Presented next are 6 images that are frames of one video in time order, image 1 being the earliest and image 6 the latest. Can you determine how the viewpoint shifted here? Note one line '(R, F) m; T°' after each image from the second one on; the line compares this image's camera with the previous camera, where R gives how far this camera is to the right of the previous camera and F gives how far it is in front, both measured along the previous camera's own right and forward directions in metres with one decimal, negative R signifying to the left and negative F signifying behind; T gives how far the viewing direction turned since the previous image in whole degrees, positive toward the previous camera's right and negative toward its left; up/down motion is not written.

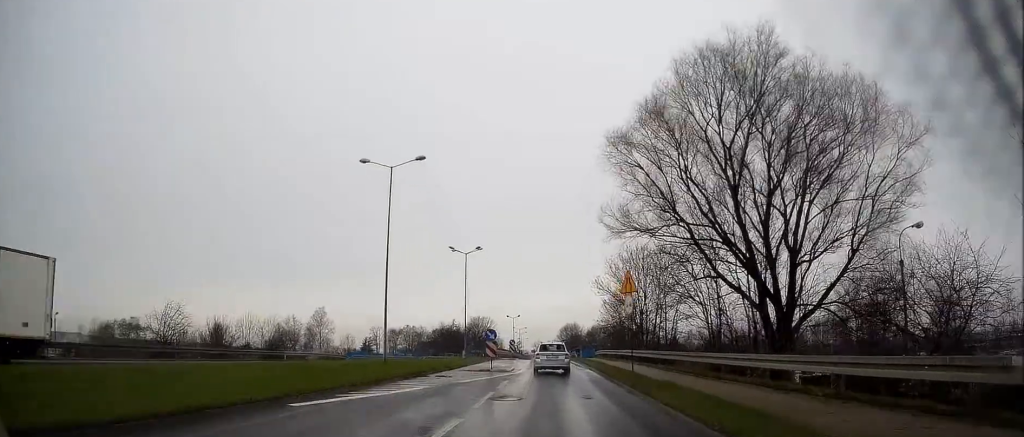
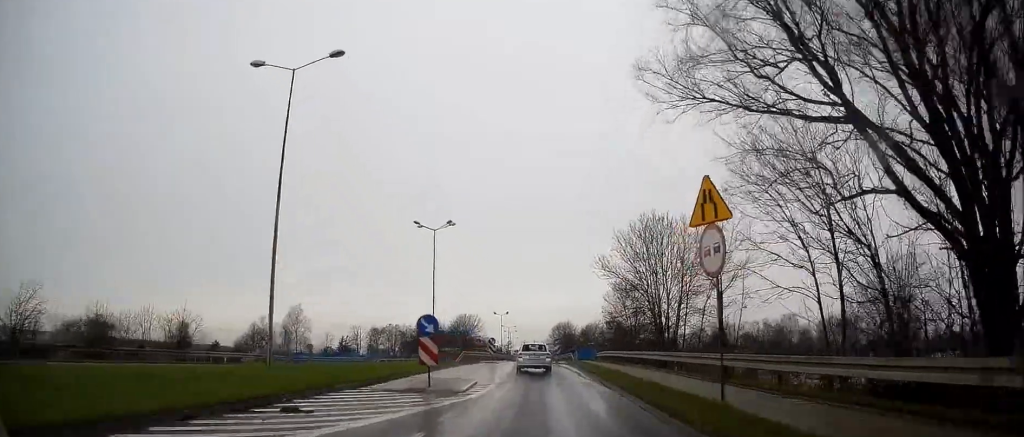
(-0.4, +13.7) m; -2°
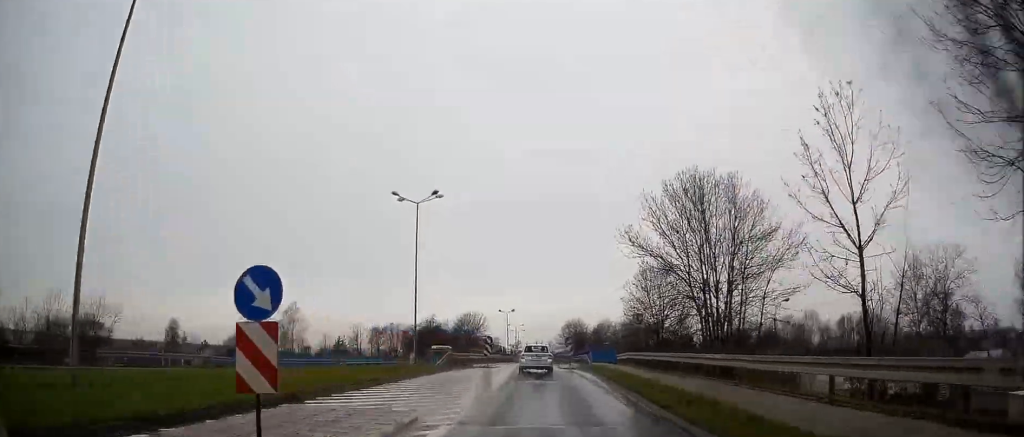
(-0.1, +10.3) m; +1°
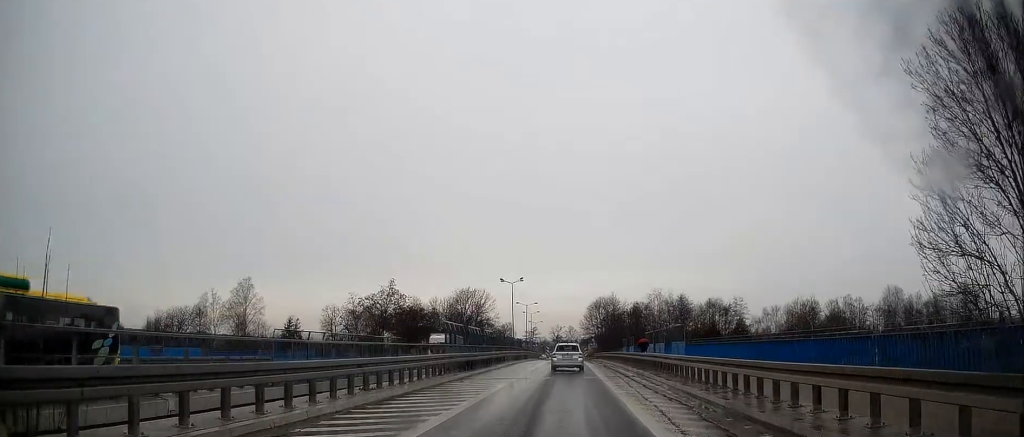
(-0.8, +41.1) m; -1°
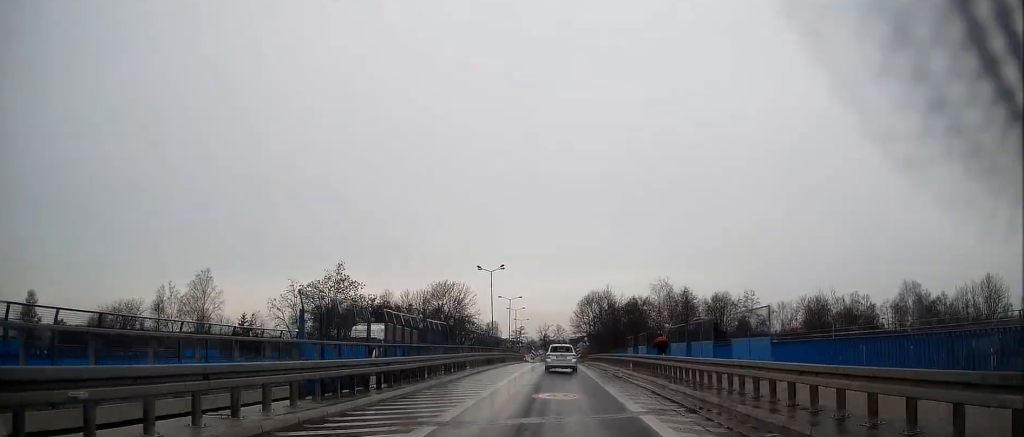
(+0.3, +14.1) m; +2°
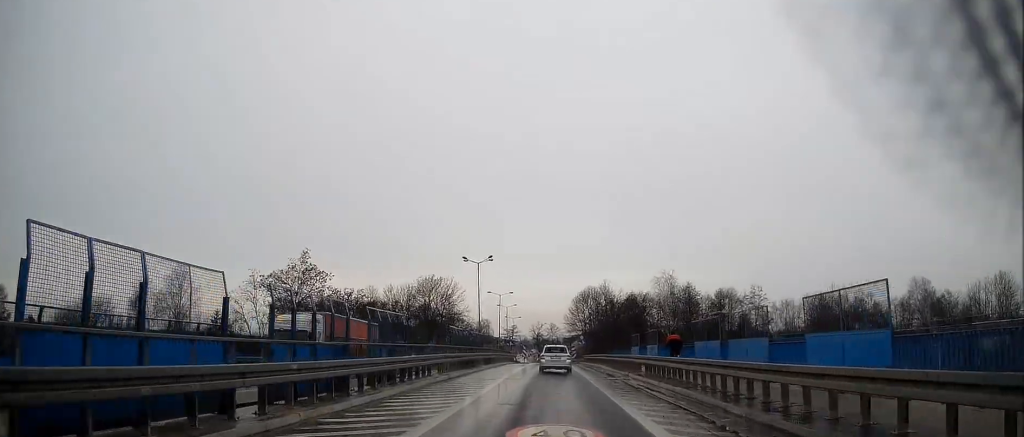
(+0.1, +7.1) m; 0°
